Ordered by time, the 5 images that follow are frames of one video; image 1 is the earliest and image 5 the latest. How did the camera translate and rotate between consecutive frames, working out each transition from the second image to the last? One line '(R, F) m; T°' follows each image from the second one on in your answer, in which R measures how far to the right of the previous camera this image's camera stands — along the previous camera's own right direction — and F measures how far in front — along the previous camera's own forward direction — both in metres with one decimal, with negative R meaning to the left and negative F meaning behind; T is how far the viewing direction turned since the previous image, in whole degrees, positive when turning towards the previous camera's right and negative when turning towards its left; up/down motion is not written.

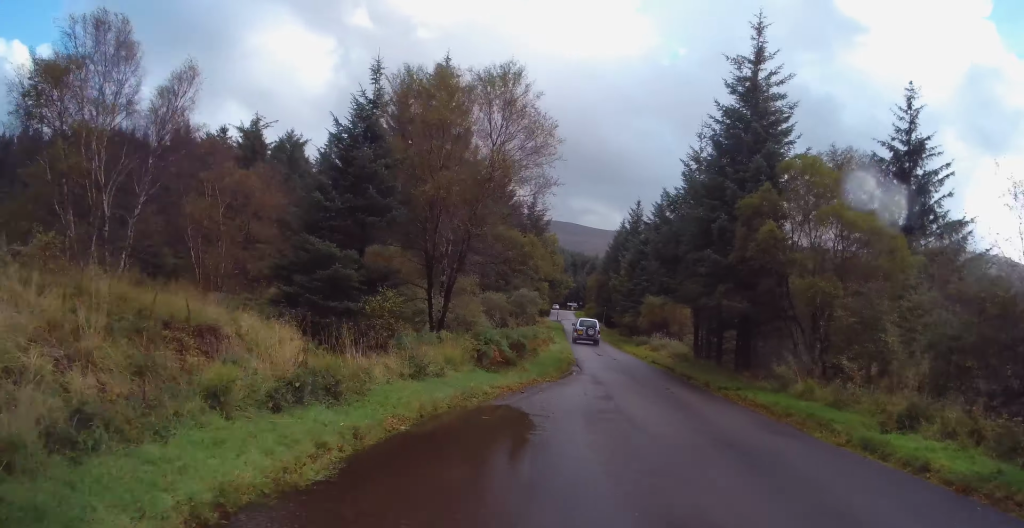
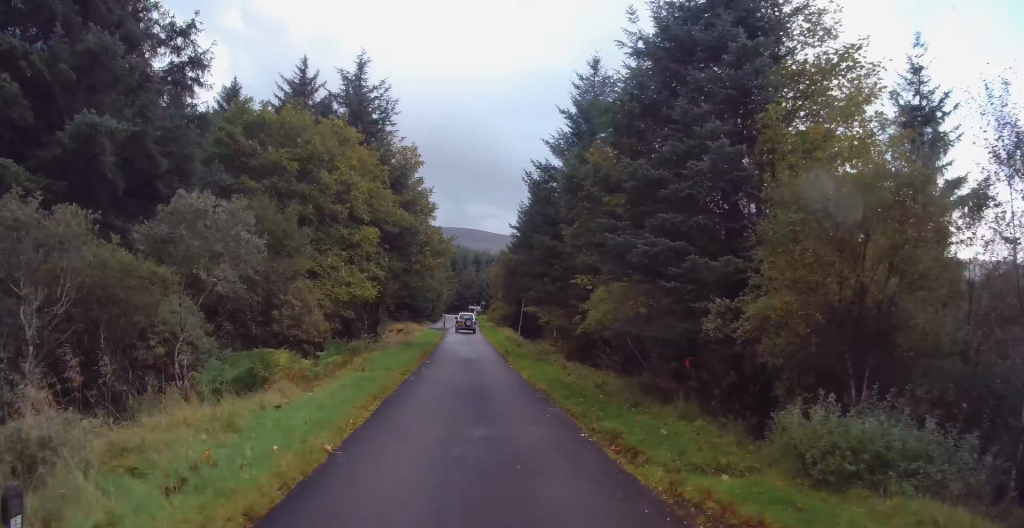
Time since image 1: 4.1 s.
(+0.8, +41.2) m; 0°
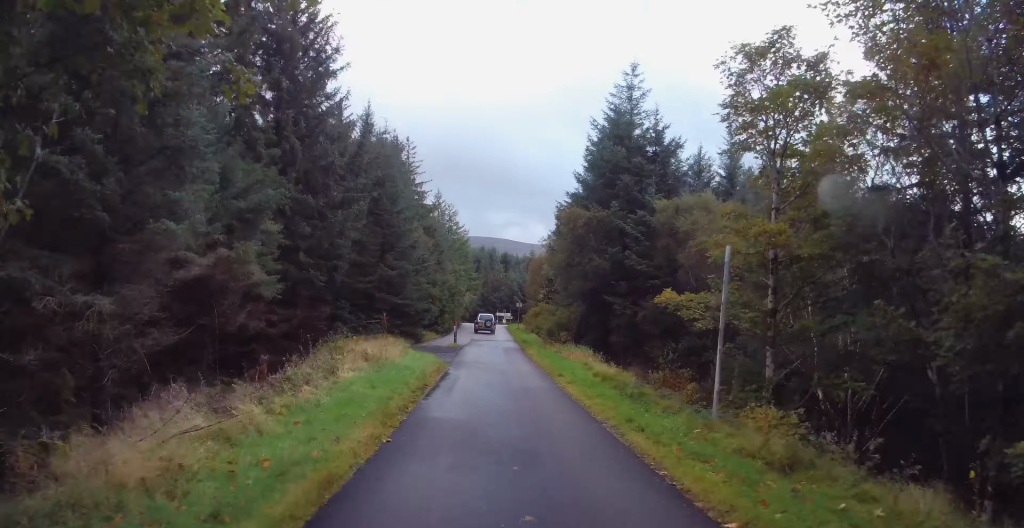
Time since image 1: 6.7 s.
(-0.1, +27.6) m; -1°
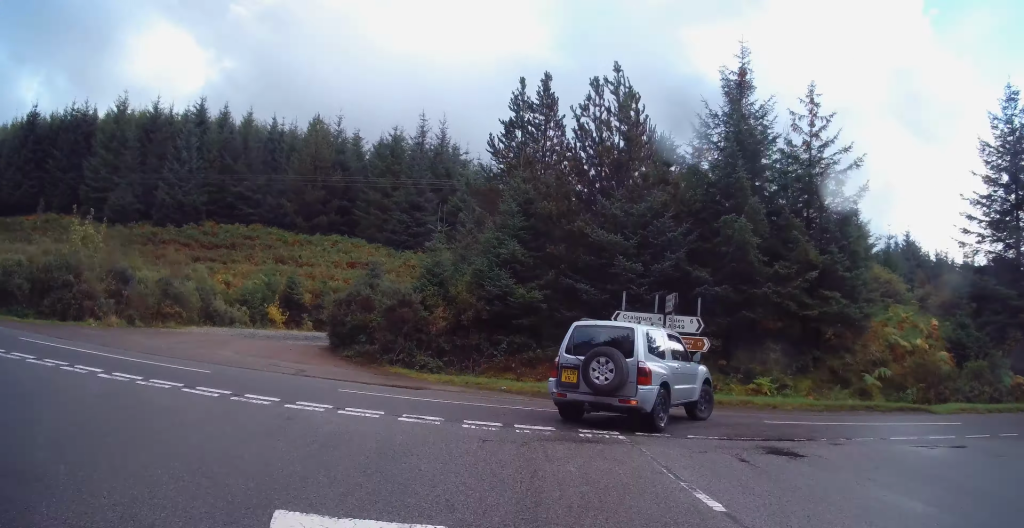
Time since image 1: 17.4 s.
(-1.6, +91.8) m; +15°
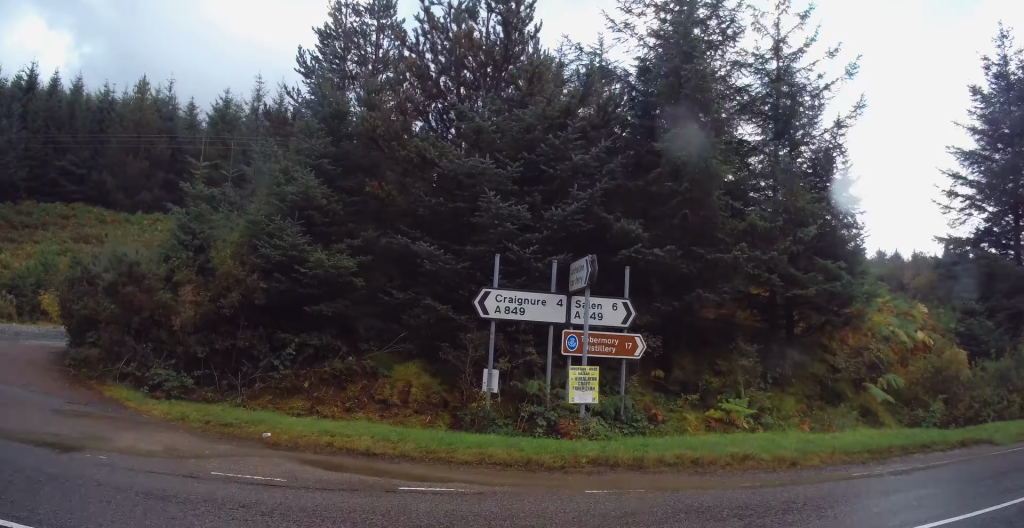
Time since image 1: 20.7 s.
(+5.2, +14.5) m; +46°
